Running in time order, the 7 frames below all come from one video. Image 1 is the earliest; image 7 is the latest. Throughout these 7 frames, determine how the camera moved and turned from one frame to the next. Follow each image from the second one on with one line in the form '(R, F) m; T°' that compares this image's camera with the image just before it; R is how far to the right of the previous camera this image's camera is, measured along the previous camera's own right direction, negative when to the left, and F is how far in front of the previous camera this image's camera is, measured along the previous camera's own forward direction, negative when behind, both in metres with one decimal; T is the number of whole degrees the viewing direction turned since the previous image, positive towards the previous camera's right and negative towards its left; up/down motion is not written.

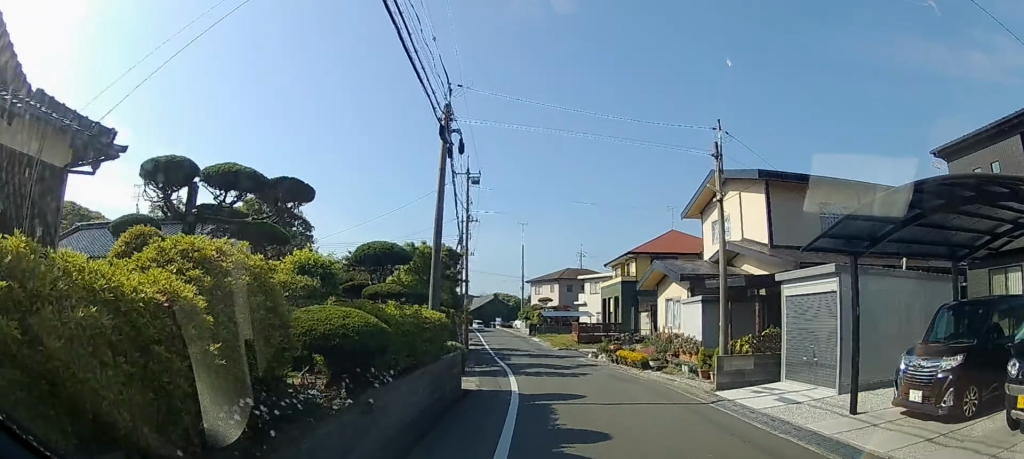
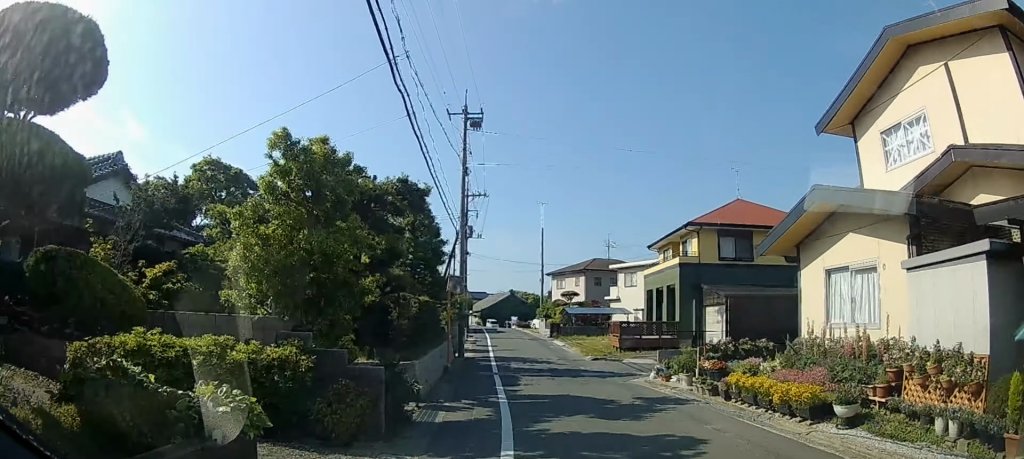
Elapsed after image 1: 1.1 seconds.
(-0.1, +8.3) m; -3°
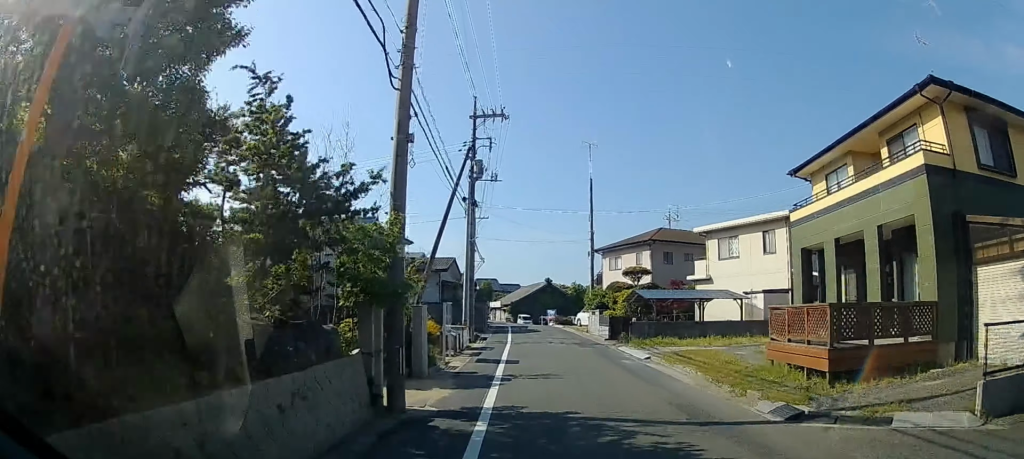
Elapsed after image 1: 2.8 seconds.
(-0.4, +15.1) m; -2°
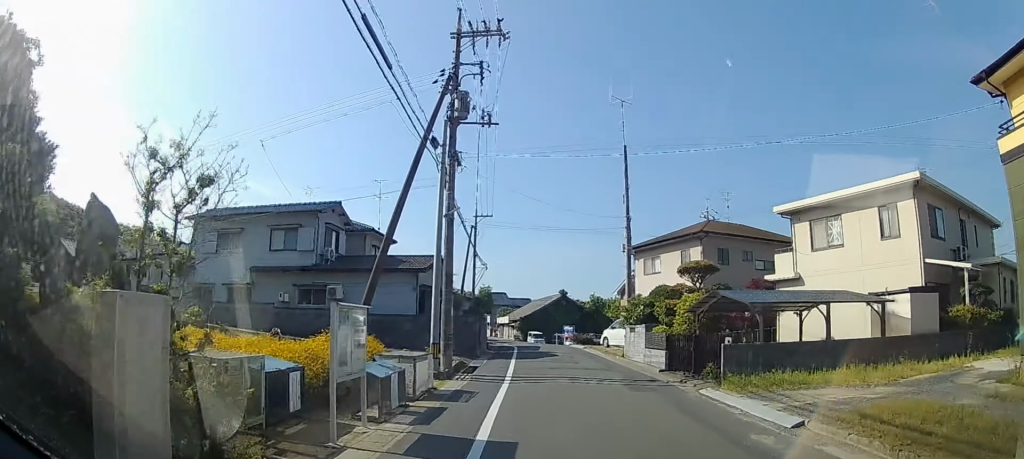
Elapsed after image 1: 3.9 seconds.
(0.0, +10.4) m; 0°
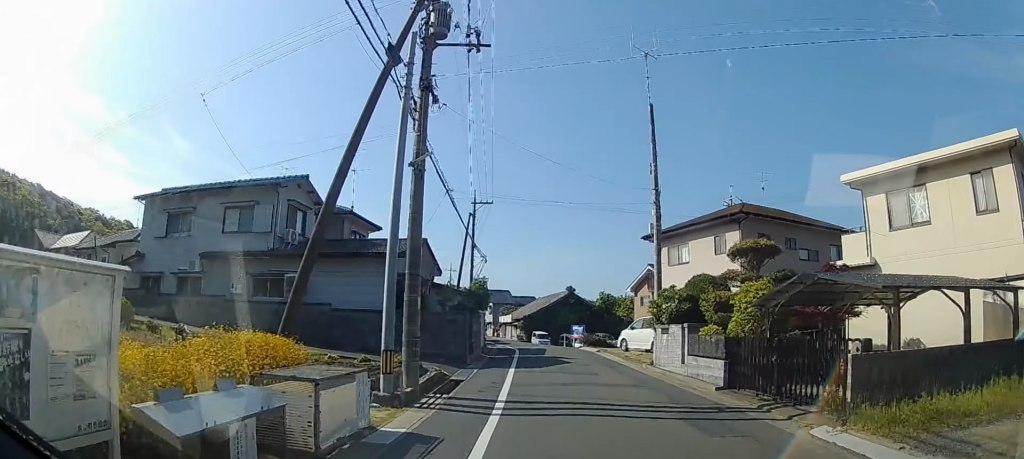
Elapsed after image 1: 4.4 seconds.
(0.0, +5.0) m; -1°
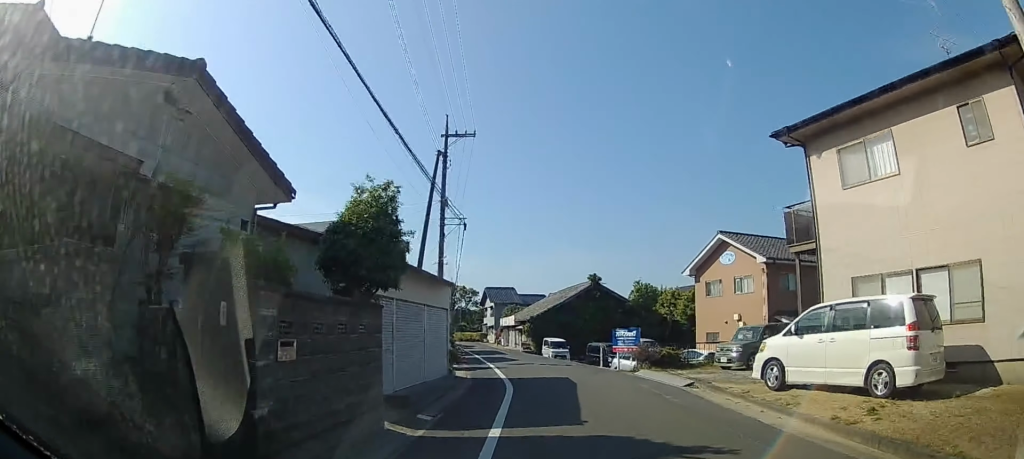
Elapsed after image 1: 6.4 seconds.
(-0.7, +17.5) m; -2°
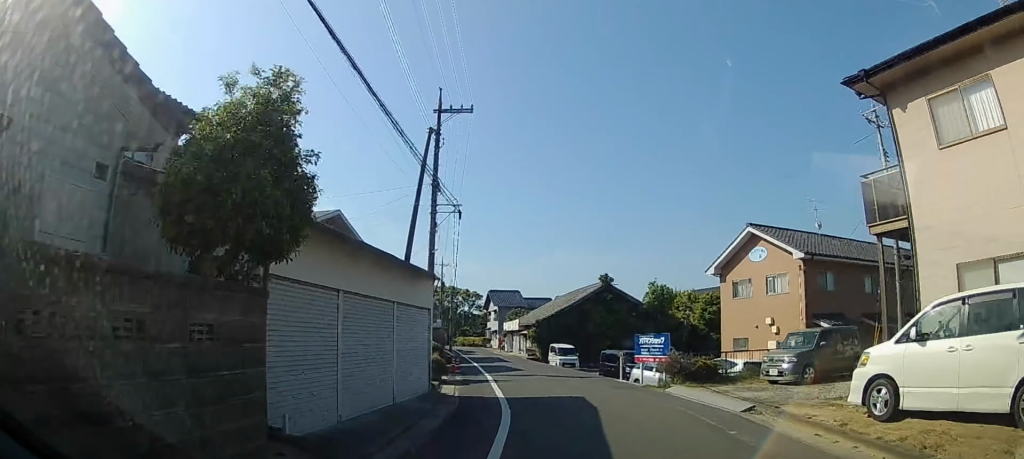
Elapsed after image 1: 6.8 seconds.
(+0.2, +3.8) m; 0°
